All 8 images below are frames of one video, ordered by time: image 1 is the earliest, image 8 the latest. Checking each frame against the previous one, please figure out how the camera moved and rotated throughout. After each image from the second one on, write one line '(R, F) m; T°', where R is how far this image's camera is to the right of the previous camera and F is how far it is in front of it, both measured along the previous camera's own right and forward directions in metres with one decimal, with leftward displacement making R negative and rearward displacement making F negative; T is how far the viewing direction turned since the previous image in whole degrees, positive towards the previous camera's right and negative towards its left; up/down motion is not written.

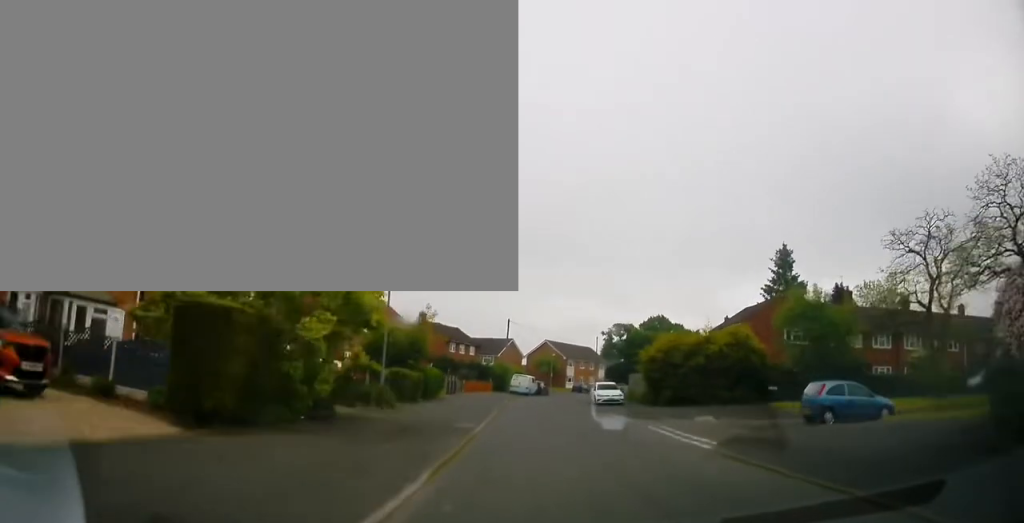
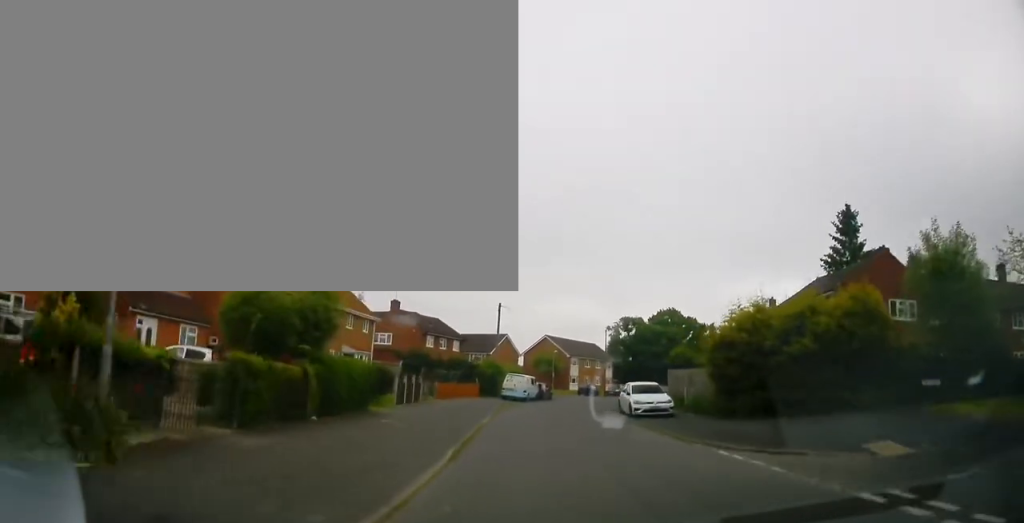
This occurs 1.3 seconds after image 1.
(0.0, +13.6) m; 0°
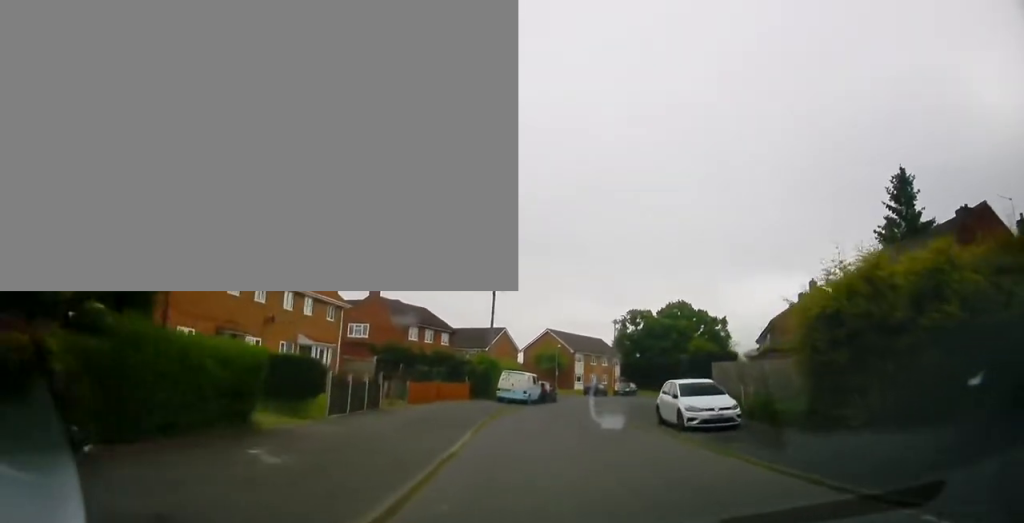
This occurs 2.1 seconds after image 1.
(0.0, +8.0) m; +1°
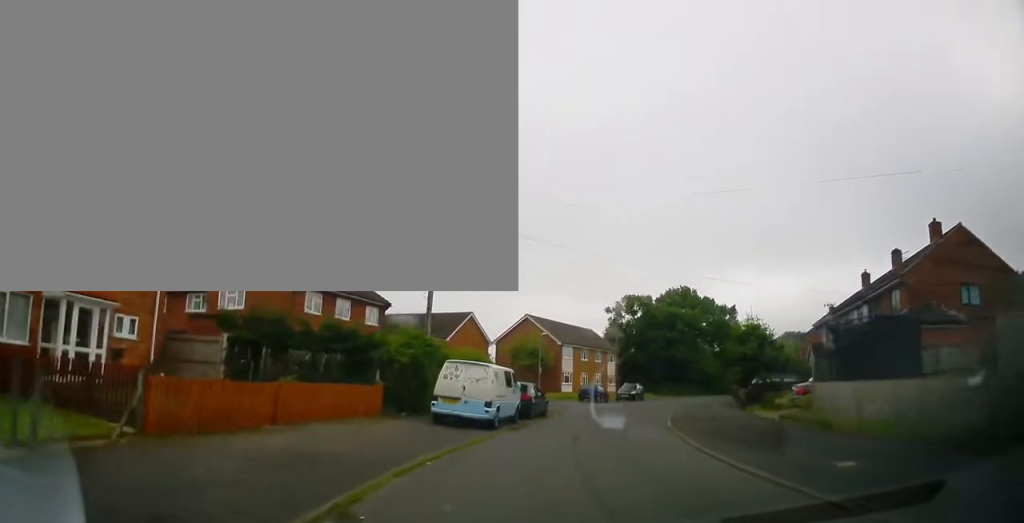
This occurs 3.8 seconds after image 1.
(+0.7, +17.5) m; +3°
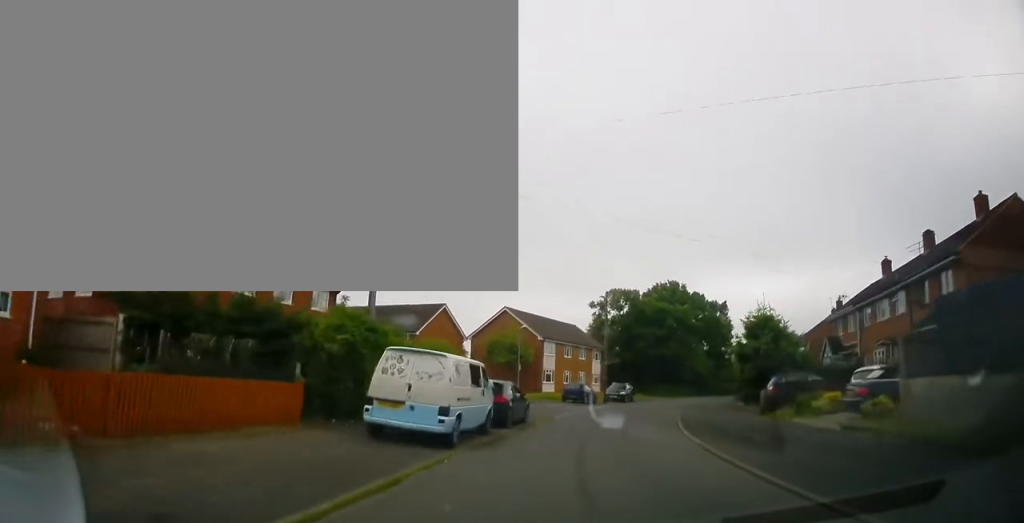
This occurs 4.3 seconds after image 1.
(-0.3, +5.2) m; +2°
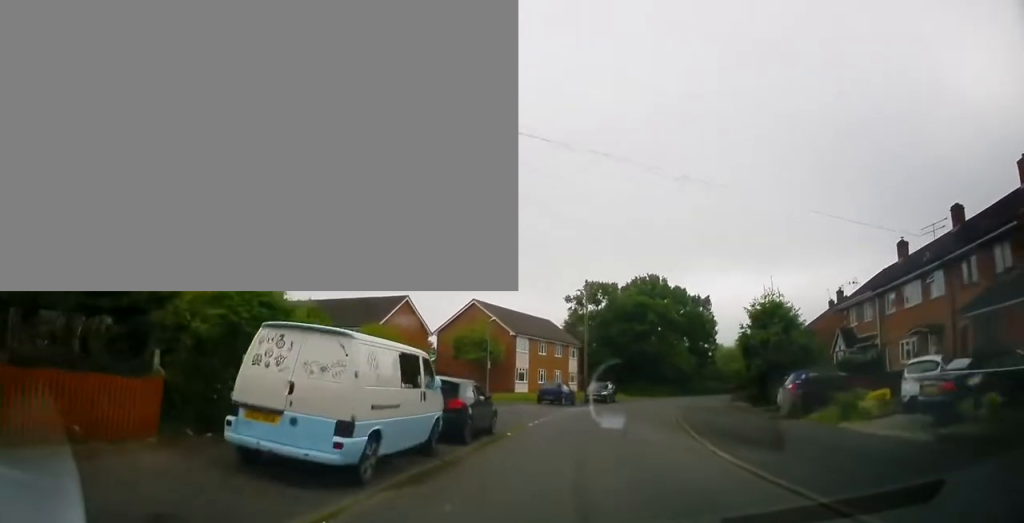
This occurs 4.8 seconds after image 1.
(-0.1, +4.8) m; +2°
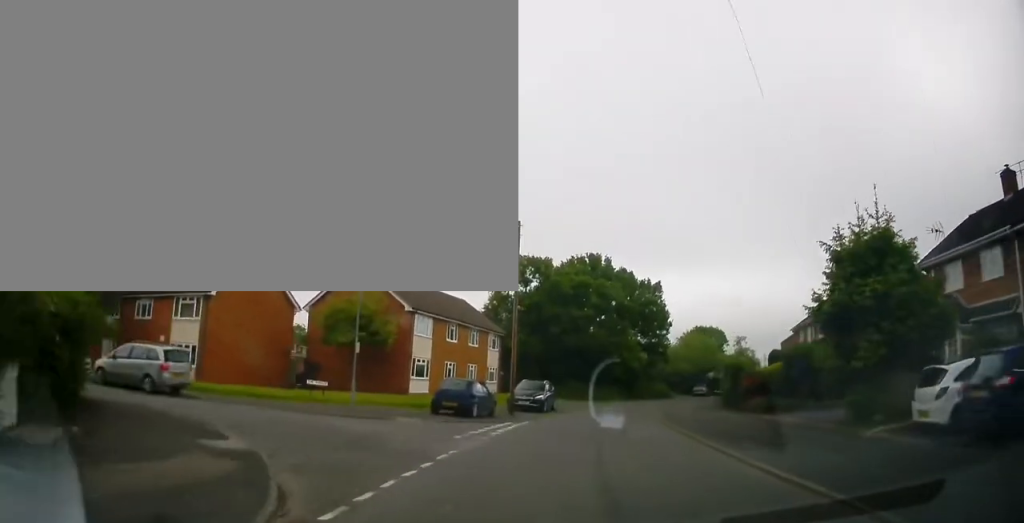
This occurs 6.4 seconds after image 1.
(+1.5, +15.0) m; +8°
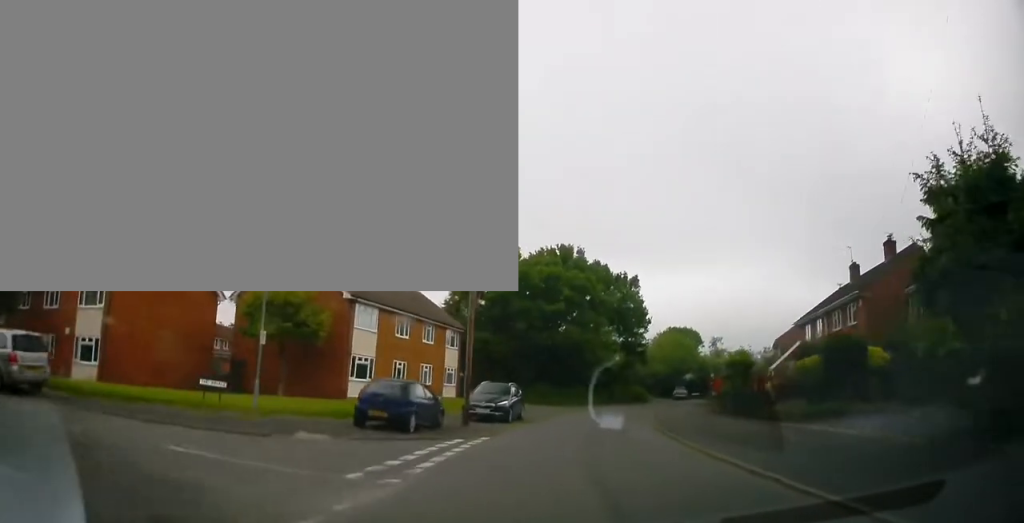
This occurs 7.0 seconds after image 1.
(+0.1, +6.0) m; +3°
